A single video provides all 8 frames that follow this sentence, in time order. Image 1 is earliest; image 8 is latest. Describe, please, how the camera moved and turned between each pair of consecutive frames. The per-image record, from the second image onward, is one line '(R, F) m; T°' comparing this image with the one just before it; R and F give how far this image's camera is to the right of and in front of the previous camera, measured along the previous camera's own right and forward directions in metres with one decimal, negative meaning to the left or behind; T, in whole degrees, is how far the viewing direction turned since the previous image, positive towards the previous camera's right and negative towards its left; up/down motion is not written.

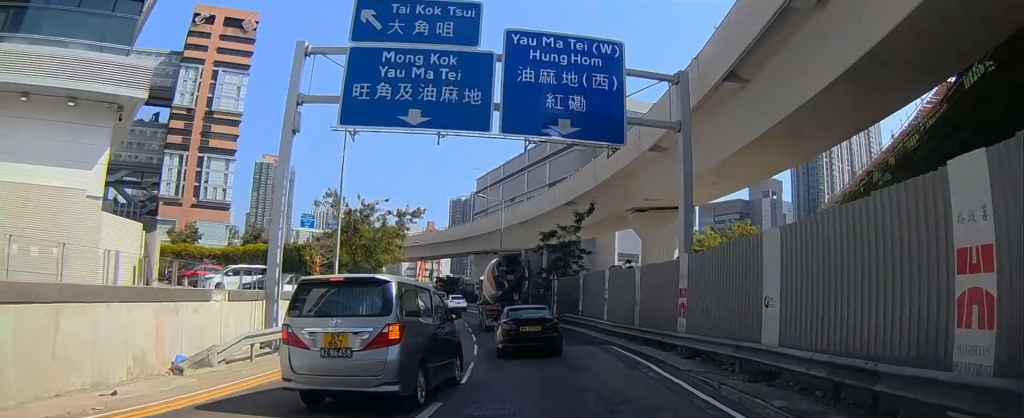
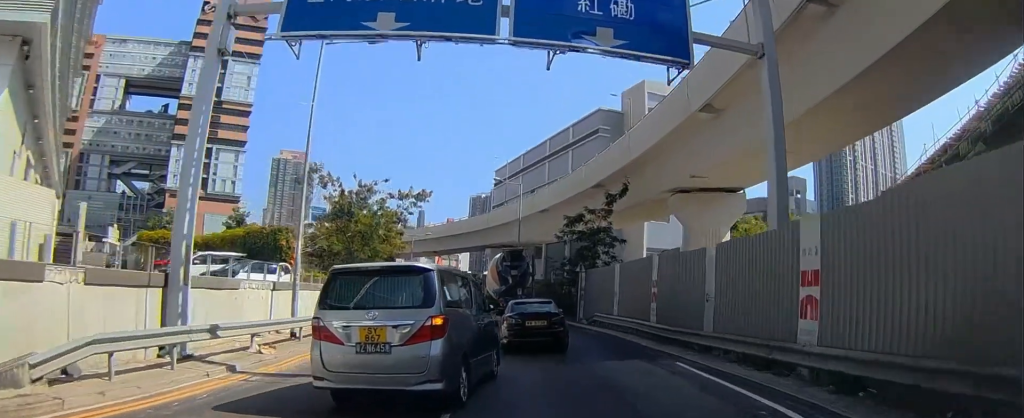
(+0.1, +3.7) m; -3°
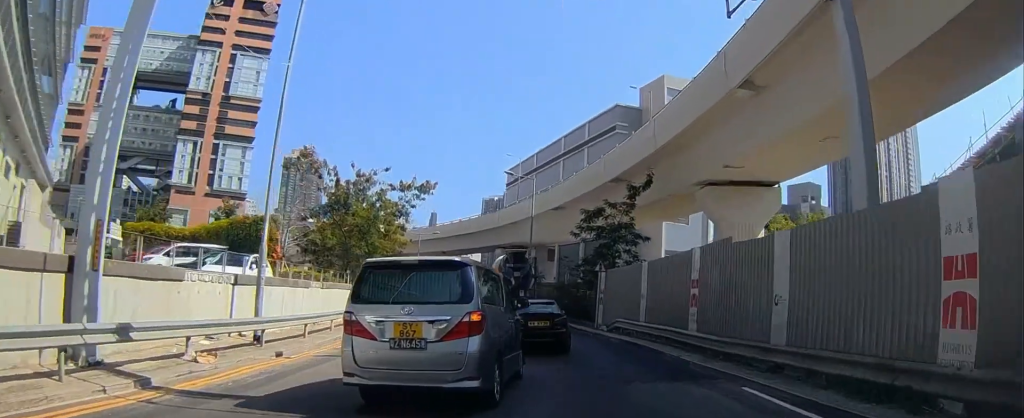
(+0.2, +2.2) m; -5°
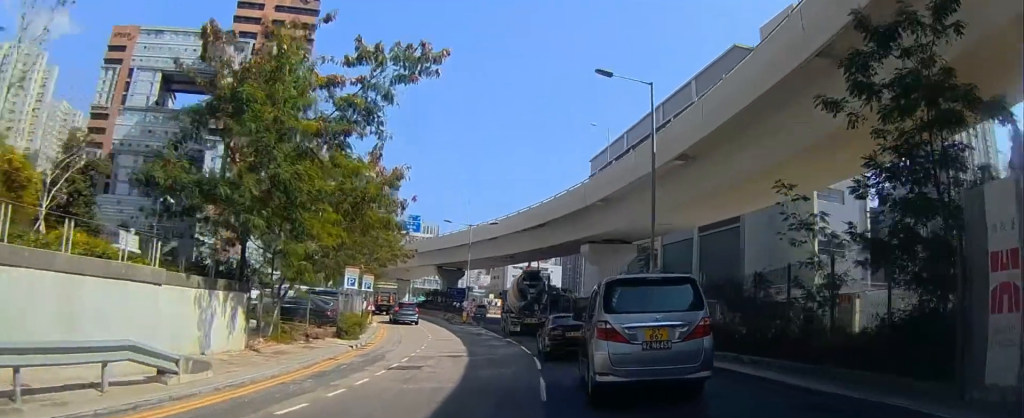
(-2.8, +17.0) m; -37°
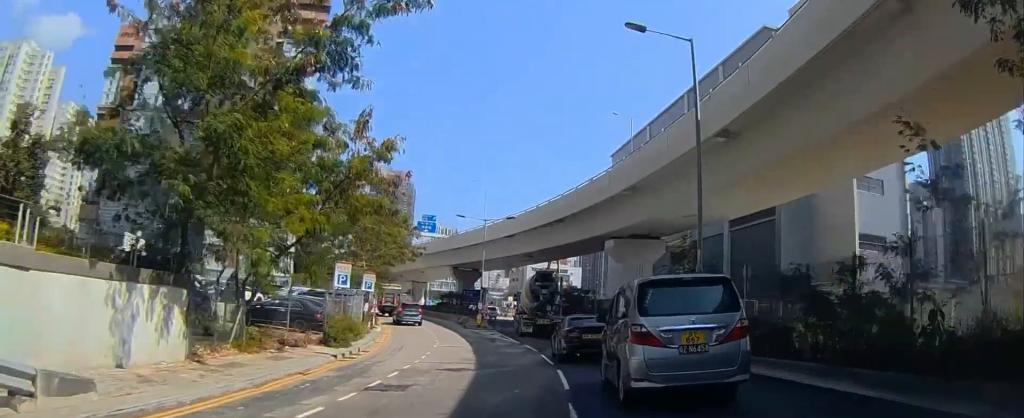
(-1.0, +0.5) m; -5°
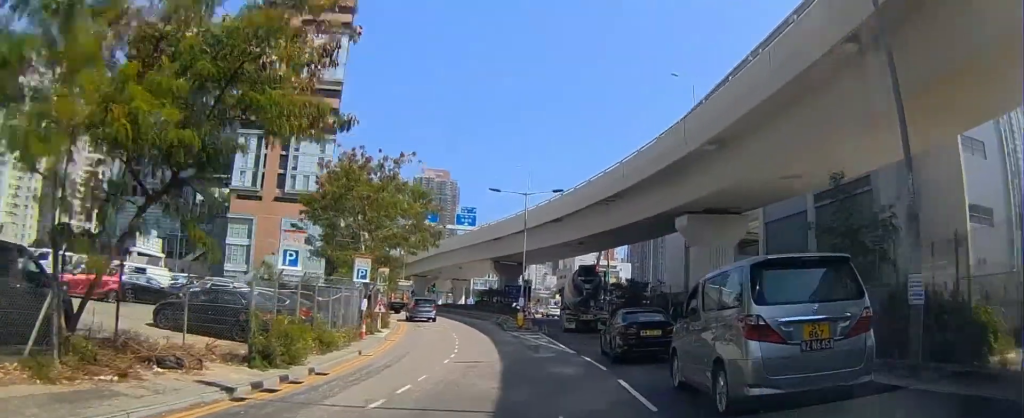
(-0.1, +11.0) m; -2°
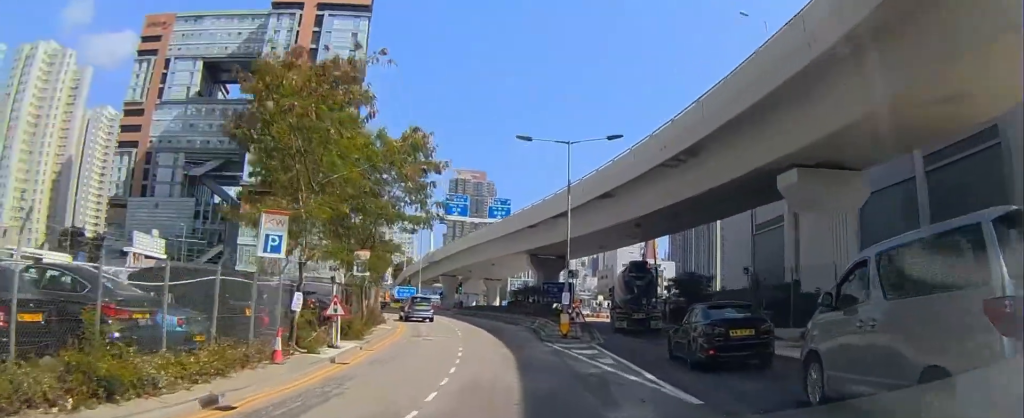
(-0.3, +17.9) m; 0°
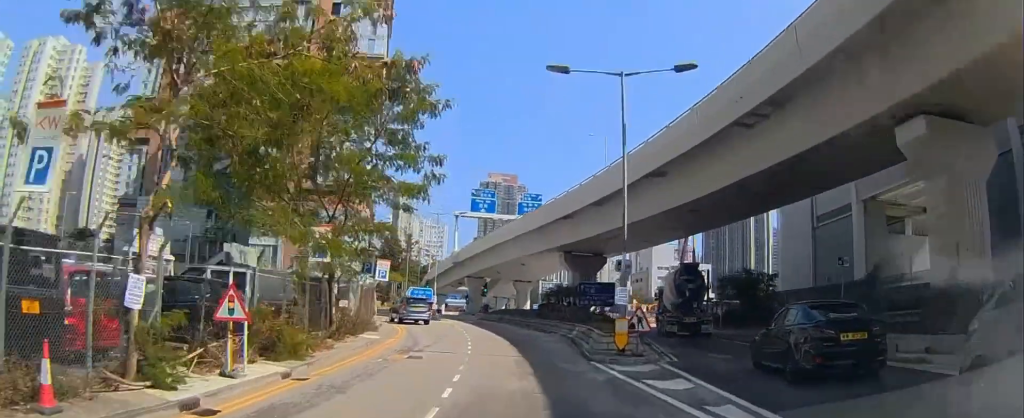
(+0.1, +11.4) m; +1°
